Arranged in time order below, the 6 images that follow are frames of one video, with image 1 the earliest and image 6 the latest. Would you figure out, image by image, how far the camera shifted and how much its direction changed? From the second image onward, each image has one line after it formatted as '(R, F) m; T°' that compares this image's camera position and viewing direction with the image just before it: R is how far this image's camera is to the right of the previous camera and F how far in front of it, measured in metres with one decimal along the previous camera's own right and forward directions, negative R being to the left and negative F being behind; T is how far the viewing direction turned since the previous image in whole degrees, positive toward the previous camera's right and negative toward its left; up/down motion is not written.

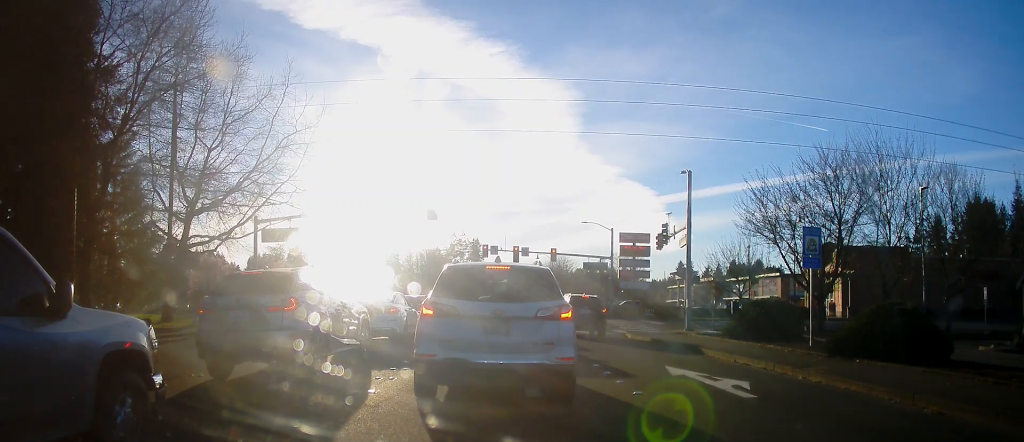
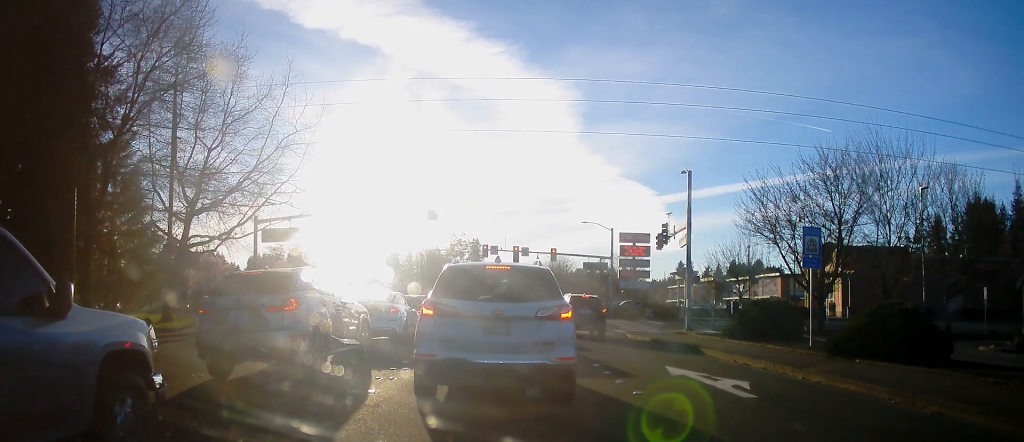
(0.0, 0.0) m; 0°
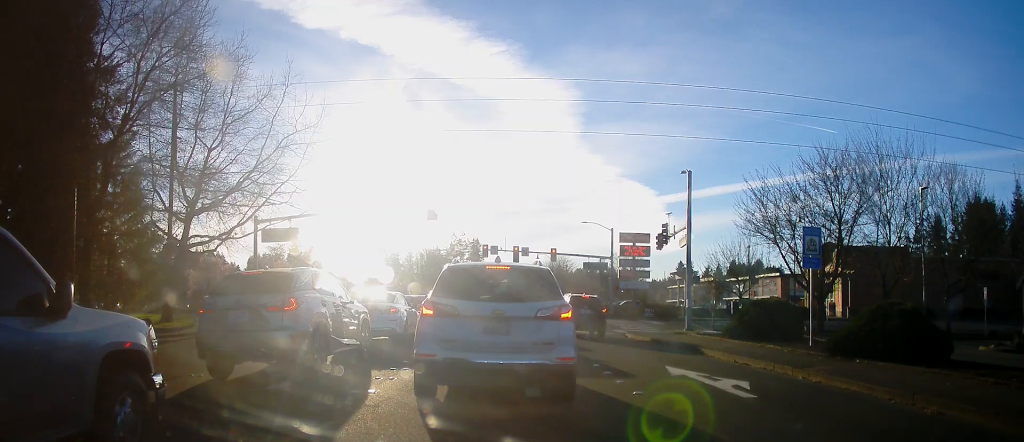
(0.0, 0.0) m; 0°
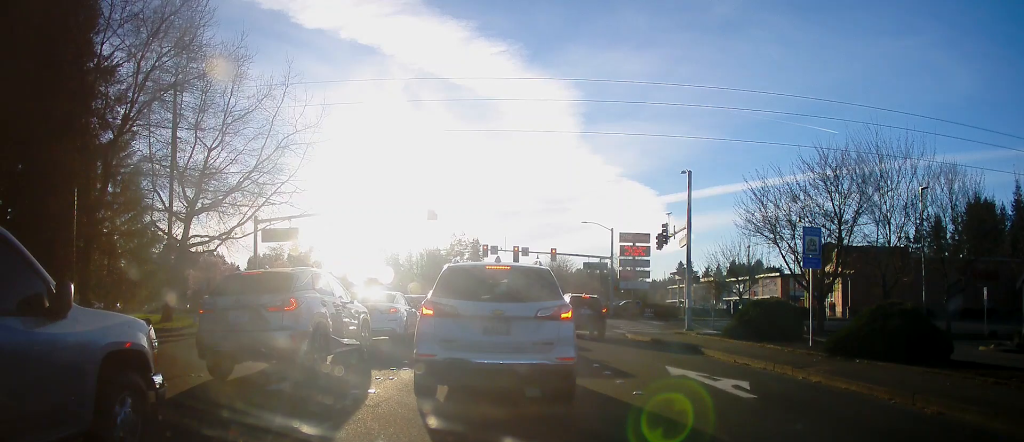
(0.0, 0.0) m; 0°
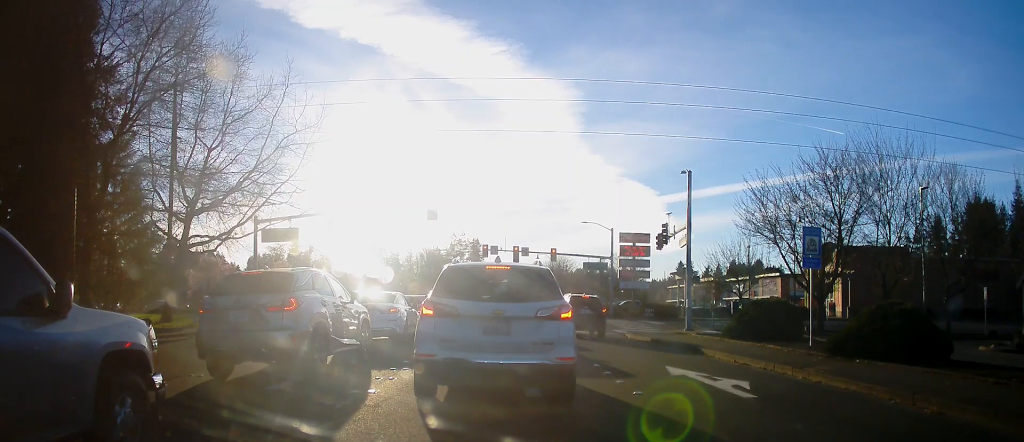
(0.0, 0.0) m; 0°
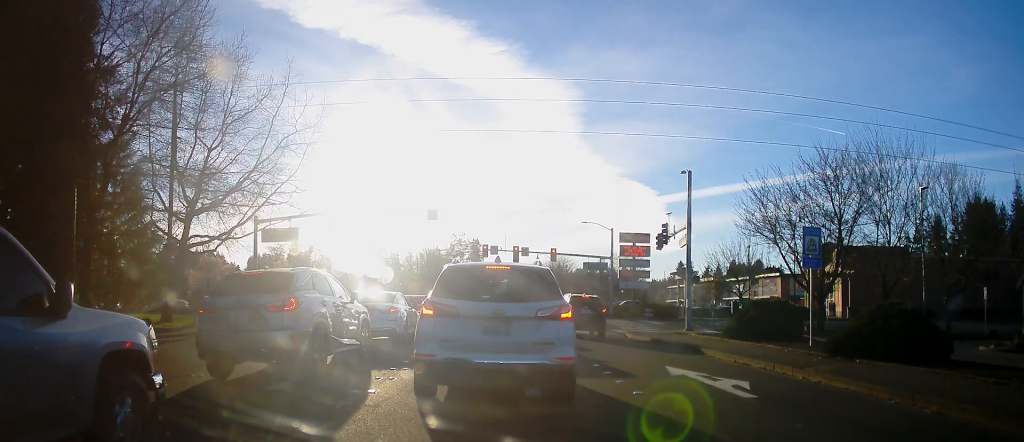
(0.0, 0.0) m; 0°
